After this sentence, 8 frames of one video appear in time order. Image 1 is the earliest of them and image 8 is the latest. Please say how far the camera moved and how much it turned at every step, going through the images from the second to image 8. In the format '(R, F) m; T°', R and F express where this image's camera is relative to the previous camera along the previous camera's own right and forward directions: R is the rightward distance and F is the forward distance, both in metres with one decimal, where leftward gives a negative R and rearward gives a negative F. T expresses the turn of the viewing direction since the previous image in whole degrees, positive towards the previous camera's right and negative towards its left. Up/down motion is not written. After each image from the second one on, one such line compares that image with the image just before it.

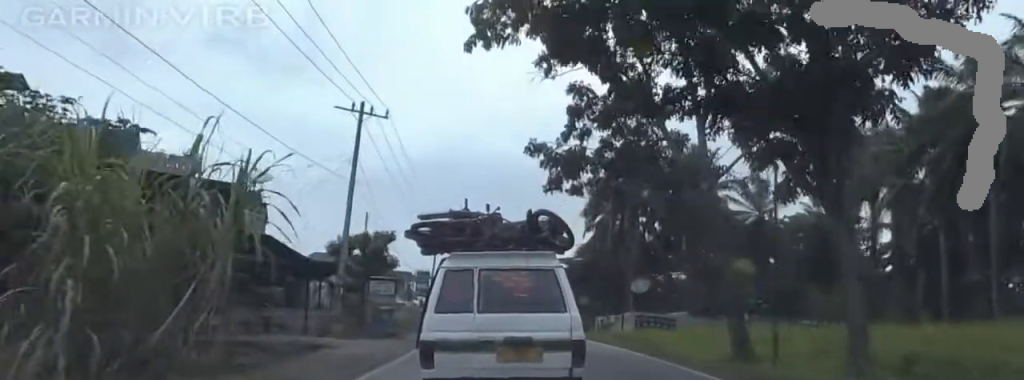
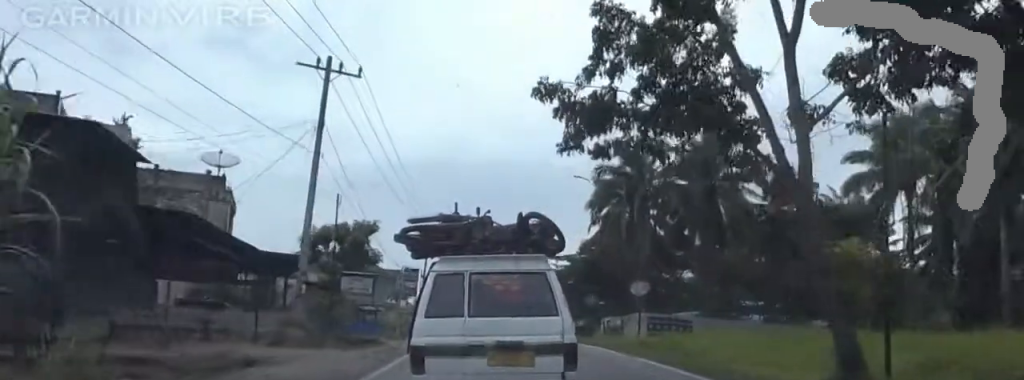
(0.0, +7.3) m; 0°
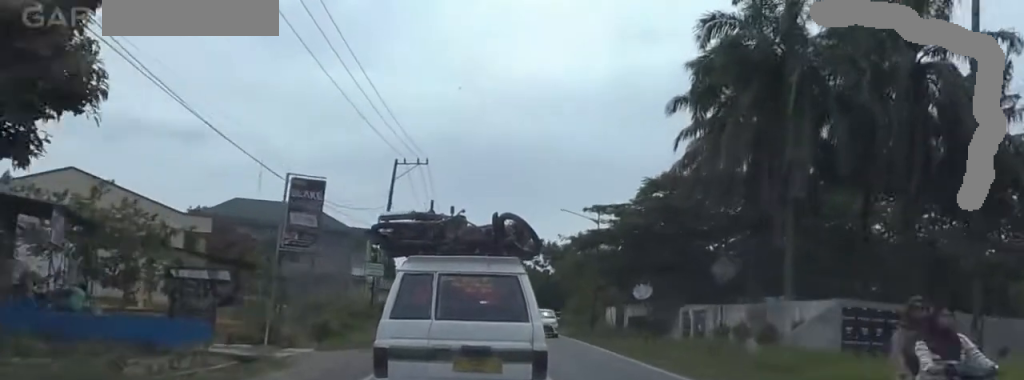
(+0.6, +36.8) m; +2°
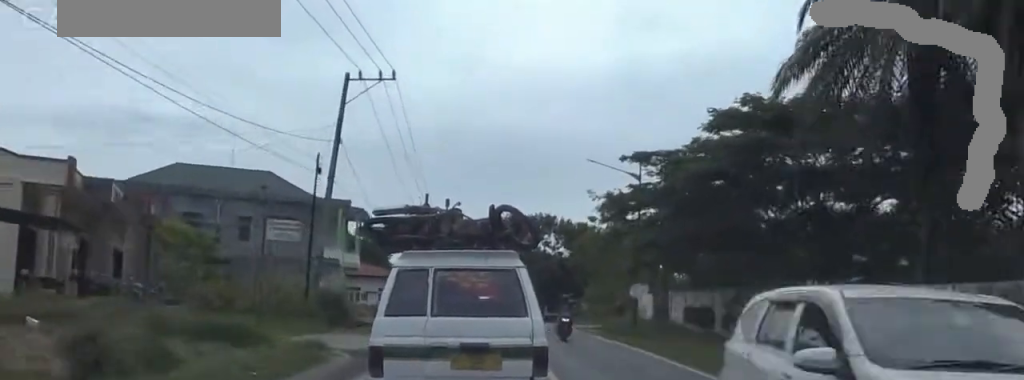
(0.0, +18.4) m; -1°
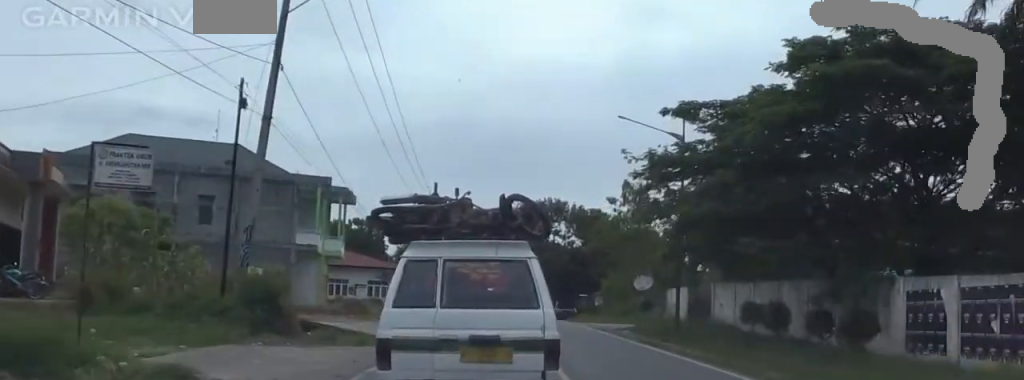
(-0.1, +10.5) m; -1°
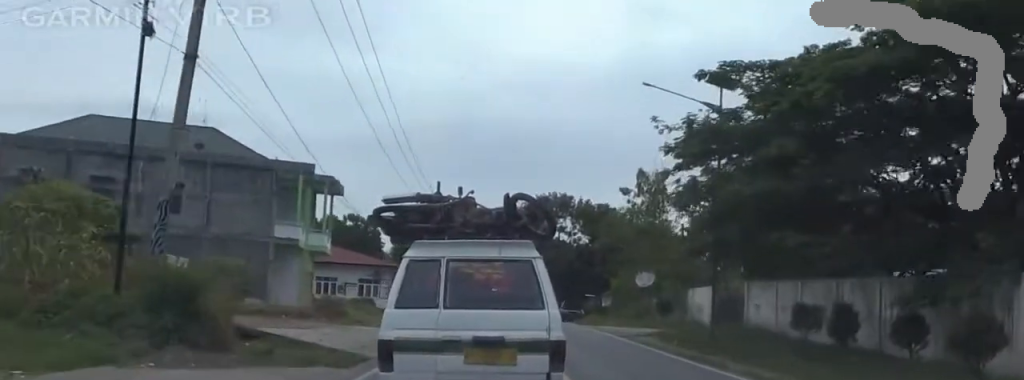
(-0.1, +6.3) m; 0°
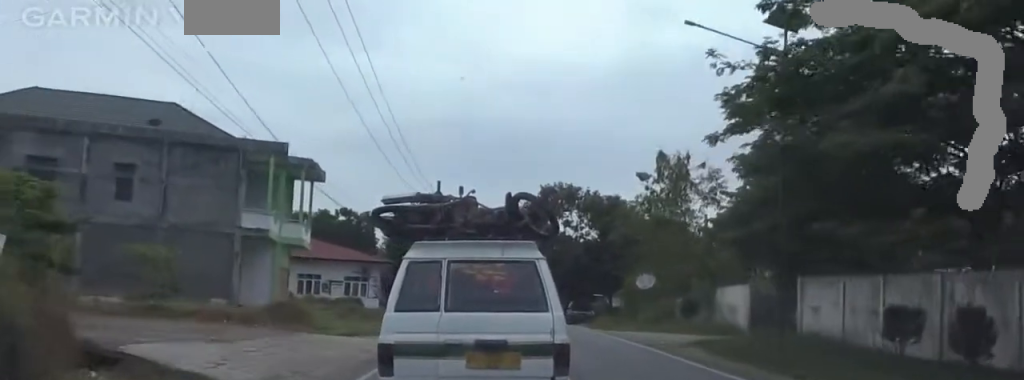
(0.0, +7.3) m; +1°
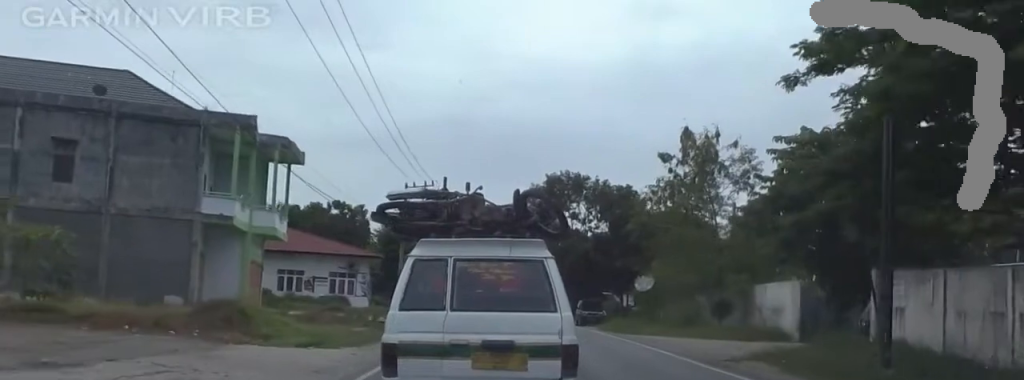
(-0.1, +6.8) m; +2°
